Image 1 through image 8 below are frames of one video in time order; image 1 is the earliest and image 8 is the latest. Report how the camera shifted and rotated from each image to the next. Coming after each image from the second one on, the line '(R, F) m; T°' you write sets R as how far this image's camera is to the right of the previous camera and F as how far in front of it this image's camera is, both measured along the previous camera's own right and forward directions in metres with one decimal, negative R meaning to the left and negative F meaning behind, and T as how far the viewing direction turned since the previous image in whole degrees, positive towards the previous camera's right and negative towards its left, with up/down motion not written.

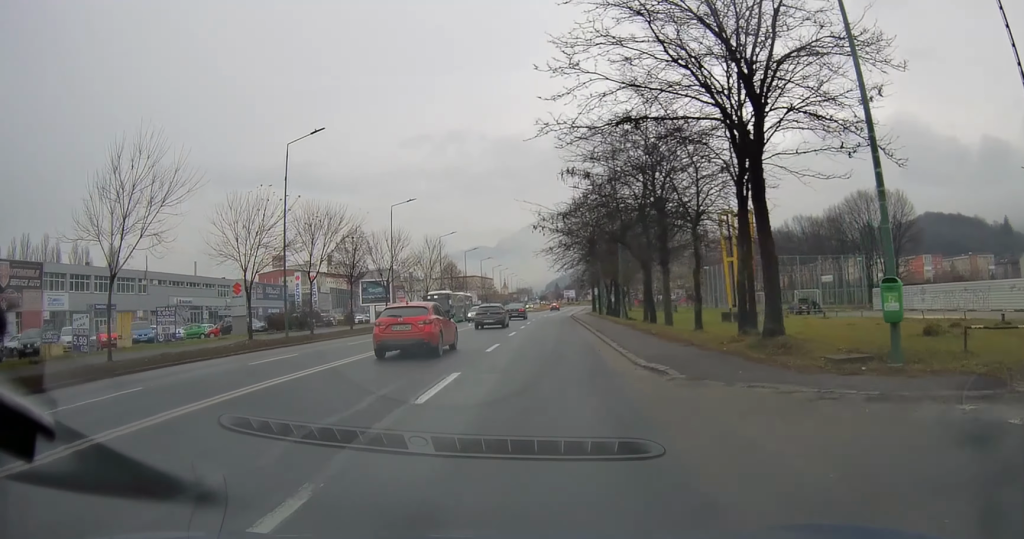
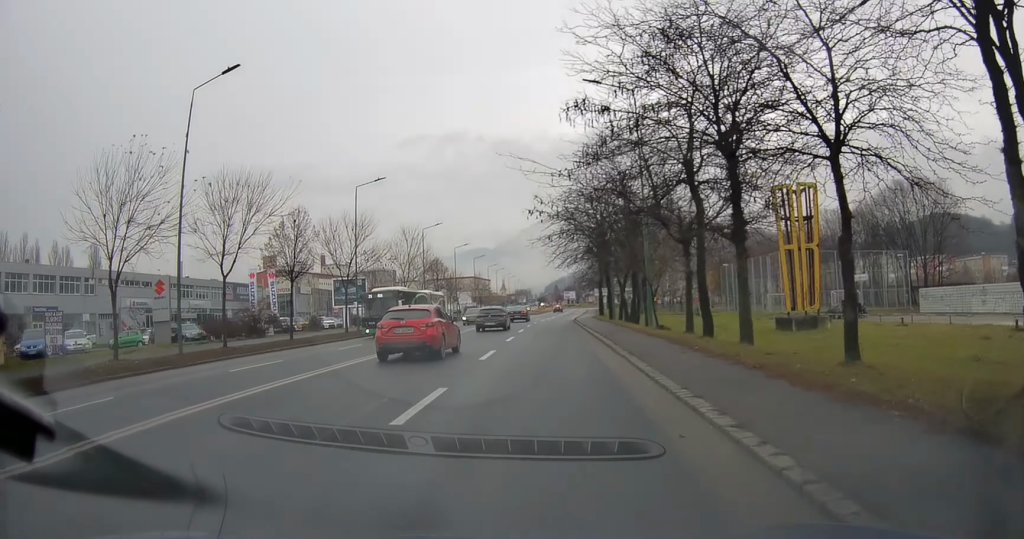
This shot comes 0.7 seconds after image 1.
(-0.1, +10.9) m; 0°
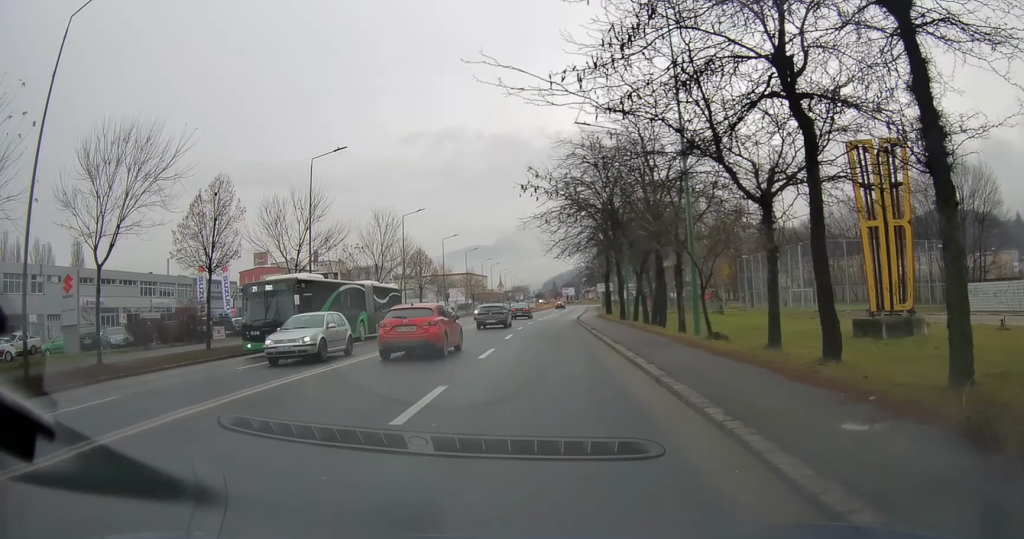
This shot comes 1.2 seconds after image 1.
(+0.1, +9.2) m; 0°
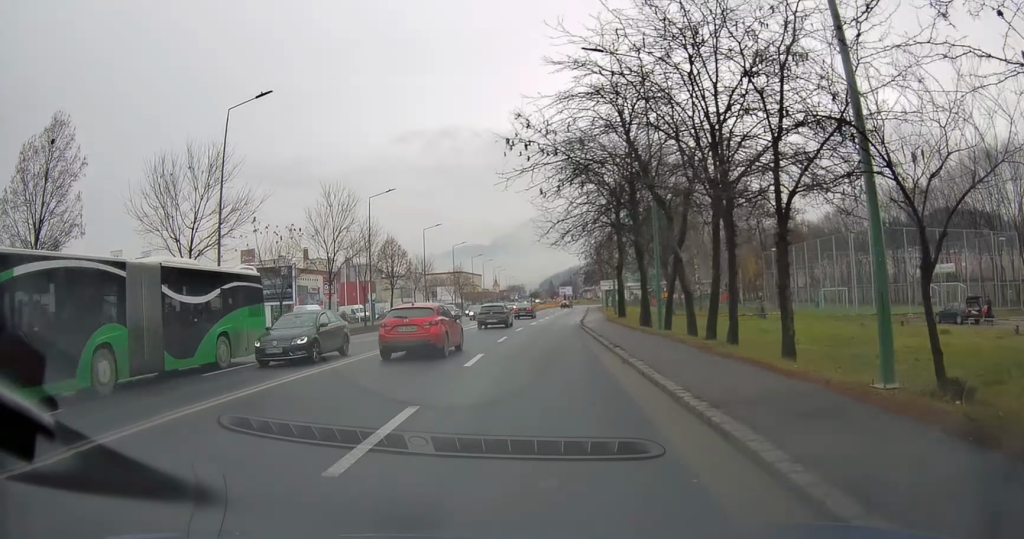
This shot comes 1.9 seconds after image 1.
(0.0, +11.2) m; 0°
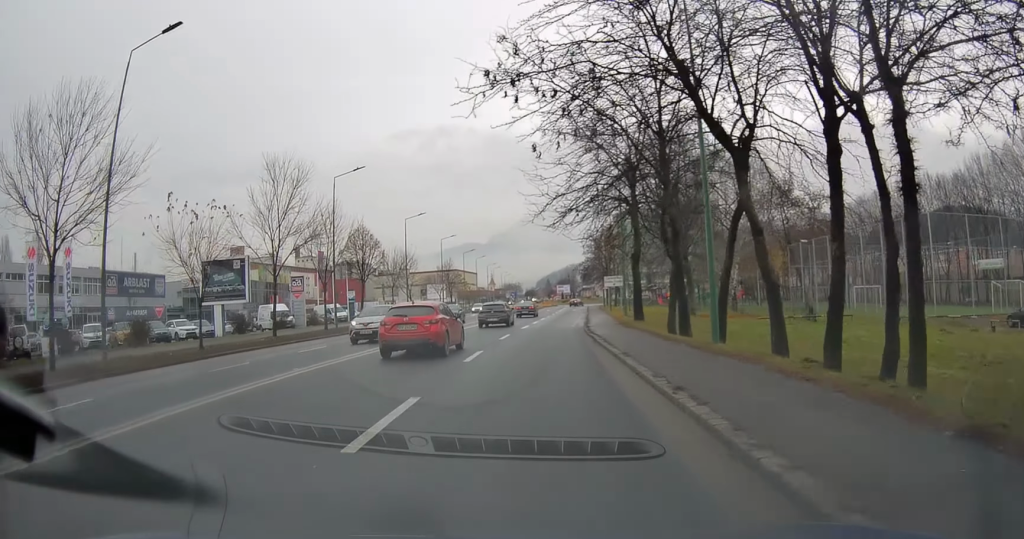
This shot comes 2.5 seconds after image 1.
(0.0, +8.5) m; 0°
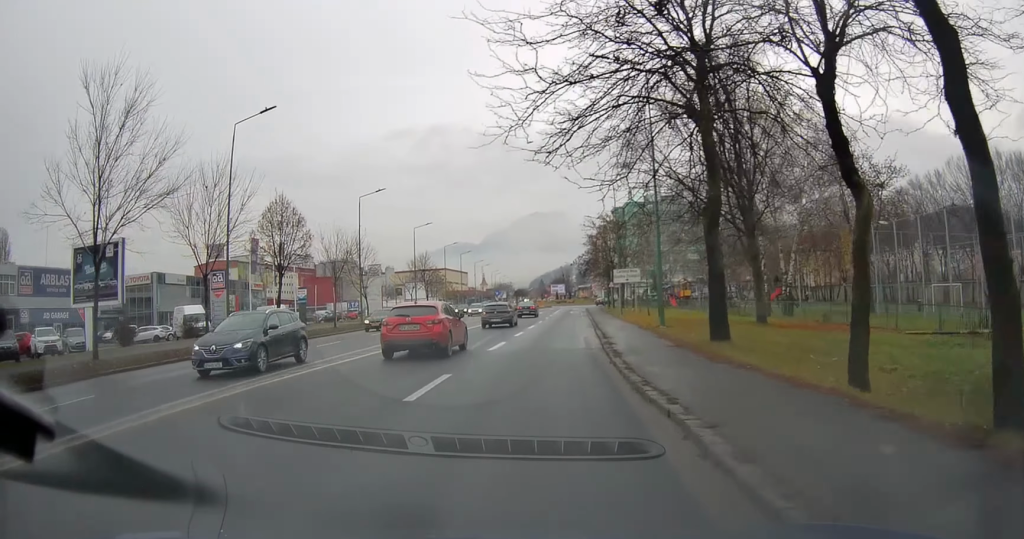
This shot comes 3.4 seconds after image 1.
(+0.1, +15.0) m; +1°
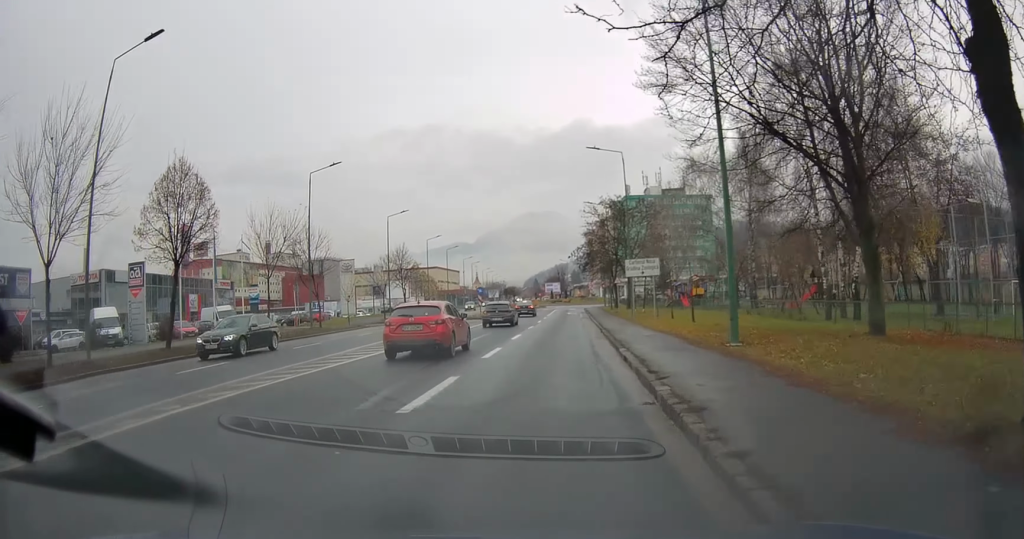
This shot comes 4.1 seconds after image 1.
(+0.1, +10.5) m; +1°
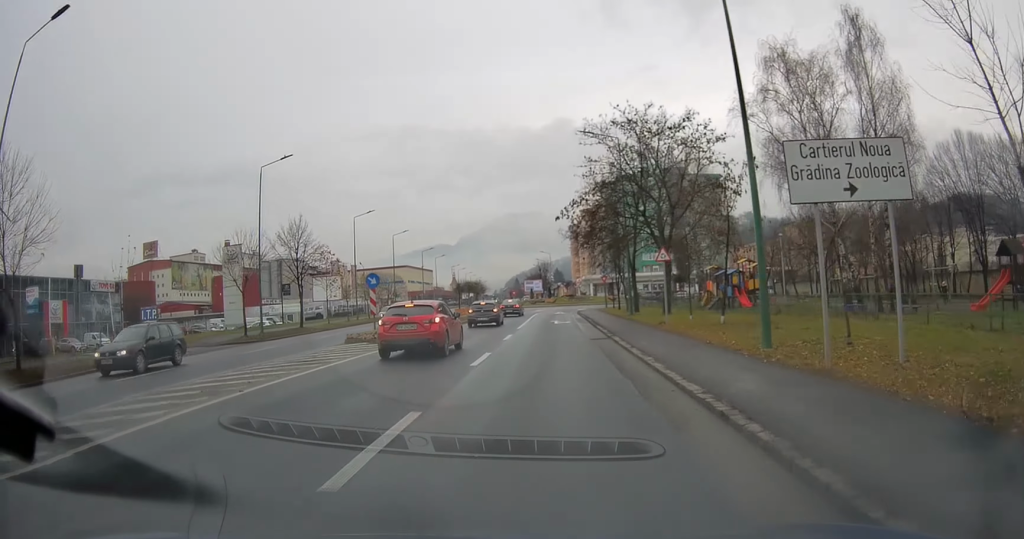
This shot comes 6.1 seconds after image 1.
(+0.2, +27.9) m; 0°
